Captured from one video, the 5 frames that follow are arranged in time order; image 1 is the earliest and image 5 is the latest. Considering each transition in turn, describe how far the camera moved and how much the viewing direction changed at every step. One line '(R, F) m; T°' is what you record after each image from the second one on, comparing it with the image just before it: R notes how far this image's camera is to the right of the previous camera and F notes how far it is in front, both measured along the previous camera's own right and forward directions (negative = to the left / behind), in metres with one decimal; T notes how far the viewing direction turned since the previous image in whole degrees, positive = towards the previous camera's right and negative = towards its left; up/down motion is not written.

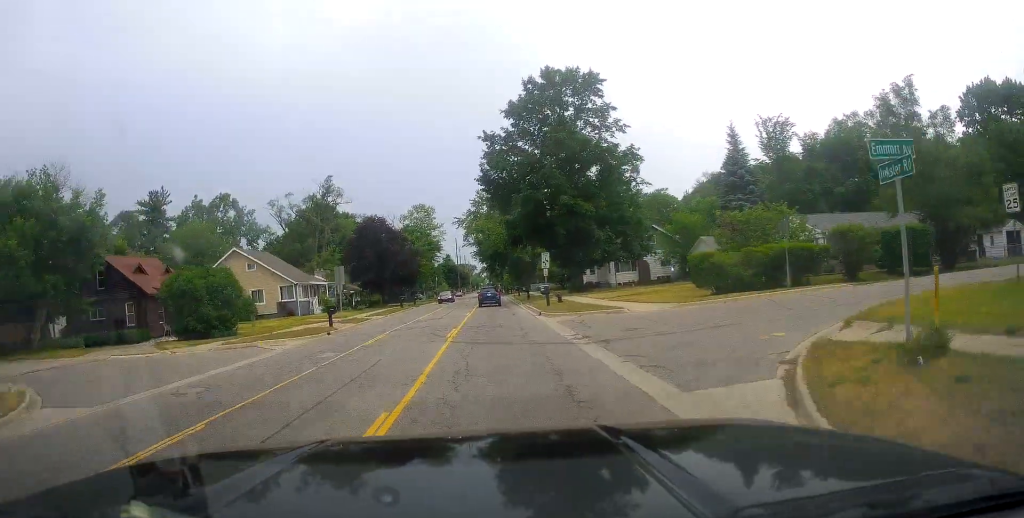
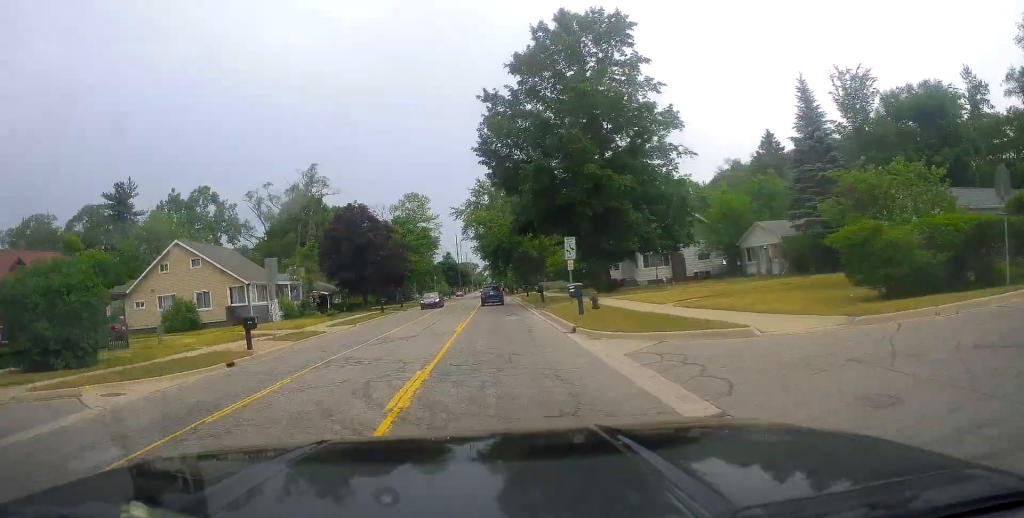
(-0.1, +11.8) m; -1°
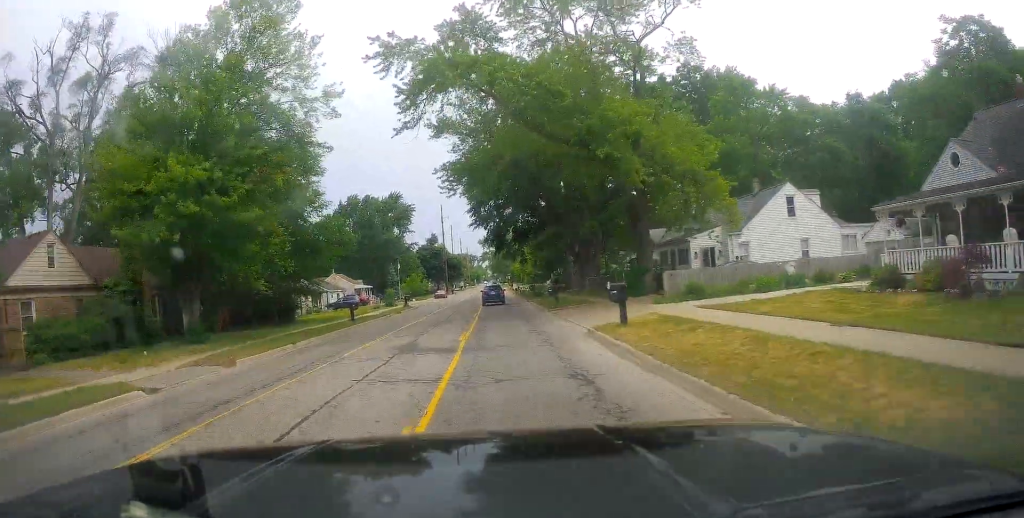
(-0.7, +62.5) m; +1°
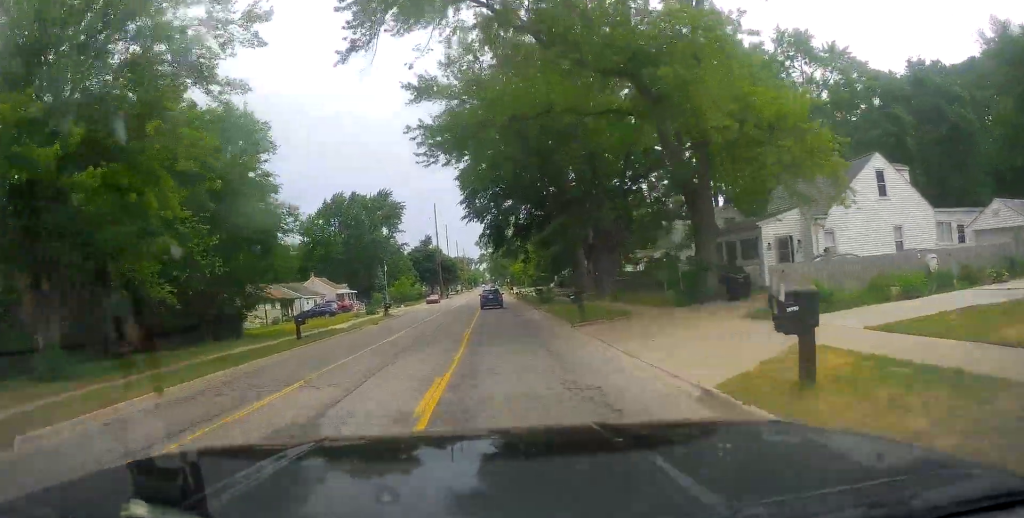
(0.0, +9.8) m; -2°
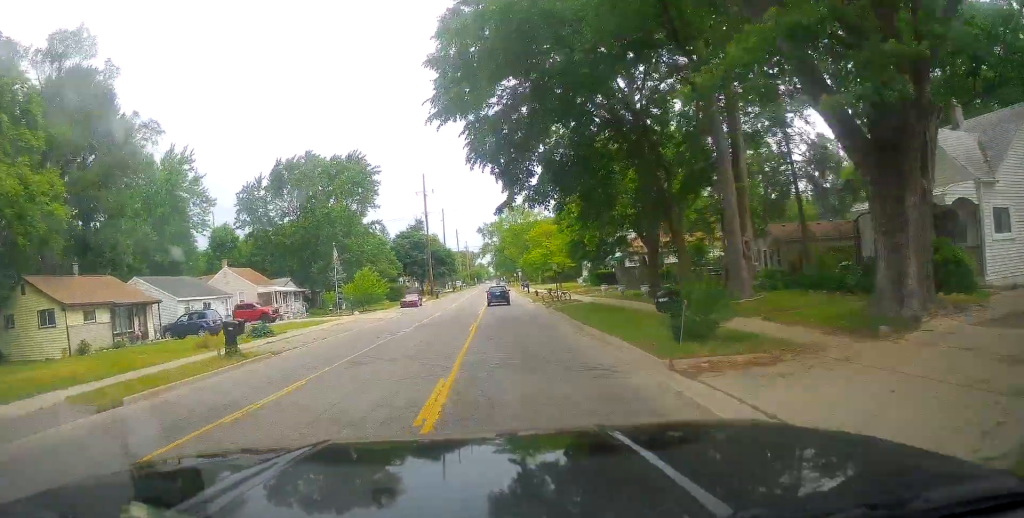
(-0.7, +28.9) m; 0°
